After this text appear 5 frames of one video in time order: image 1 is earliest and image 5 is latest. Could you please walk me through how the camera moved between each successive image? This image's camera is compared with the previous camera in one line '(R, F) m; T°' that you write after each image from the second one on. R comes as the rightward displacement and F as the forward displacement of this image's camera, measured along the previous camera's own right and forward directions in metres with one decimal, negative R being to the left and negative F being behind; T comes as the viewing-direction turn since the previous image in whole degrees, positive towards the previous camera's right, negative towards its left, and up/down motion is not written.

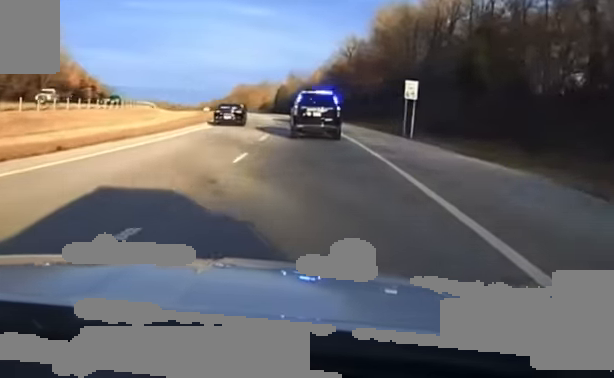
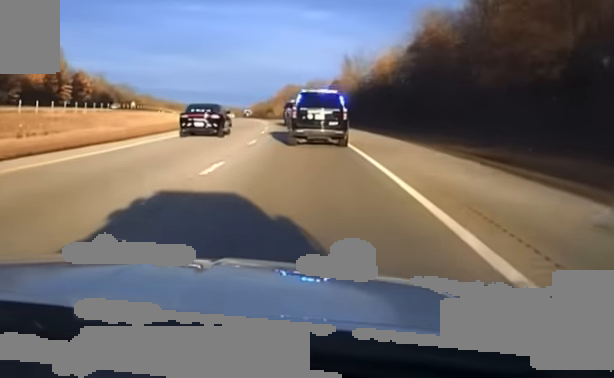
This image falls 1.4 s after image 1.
(-2.1, +63.9) m; -4°
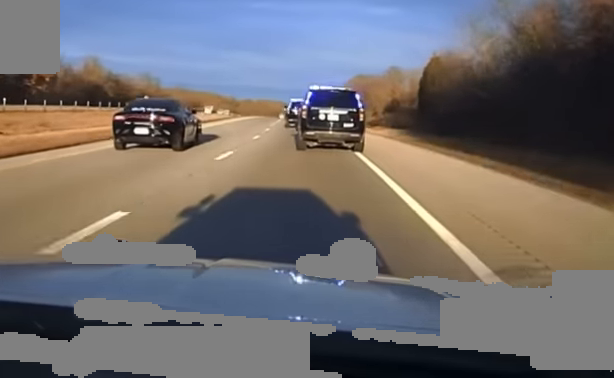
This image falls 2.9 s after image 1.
(-3.2, +68.8) m; -6°
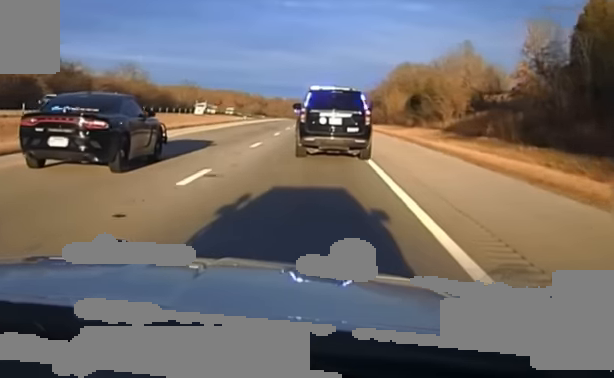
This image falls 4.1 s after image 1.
(-2.1, +54.0) m; -4°
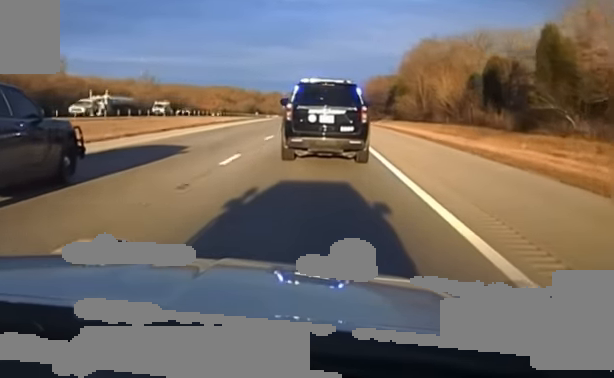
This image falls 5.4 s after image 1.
(-0.7, +55.6) m; -1°
